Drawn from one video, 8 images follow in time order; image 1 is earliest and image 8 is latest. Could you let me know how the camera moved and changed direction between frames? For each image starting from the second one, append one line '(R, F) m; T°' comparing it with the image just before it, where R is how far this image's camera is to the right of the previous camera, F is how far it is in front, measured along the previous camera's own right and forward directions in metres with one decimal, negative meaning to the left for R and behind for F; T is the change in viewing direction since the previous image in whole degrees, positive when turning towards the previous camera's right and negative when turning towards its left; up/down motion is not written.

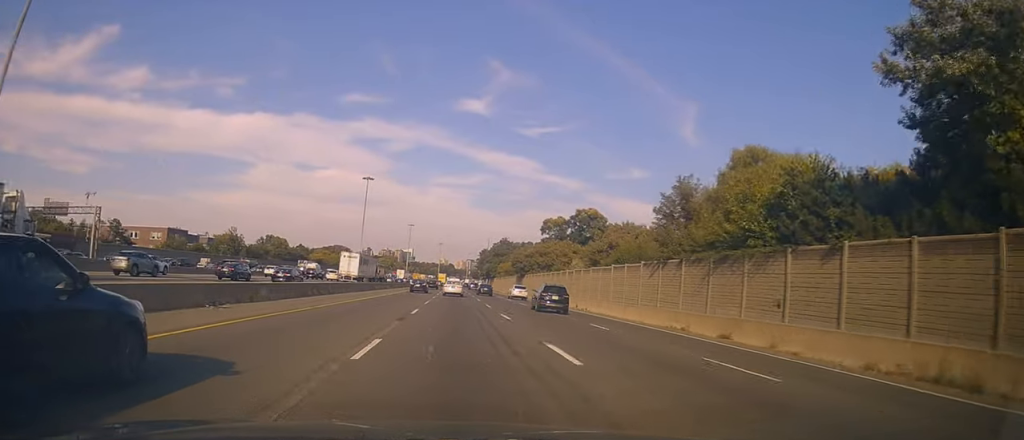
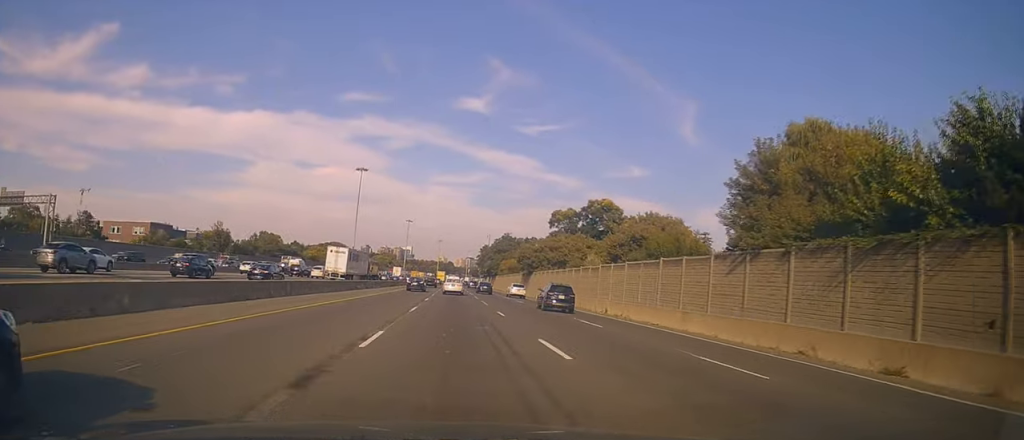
(0.0, +11.3) m; +1°
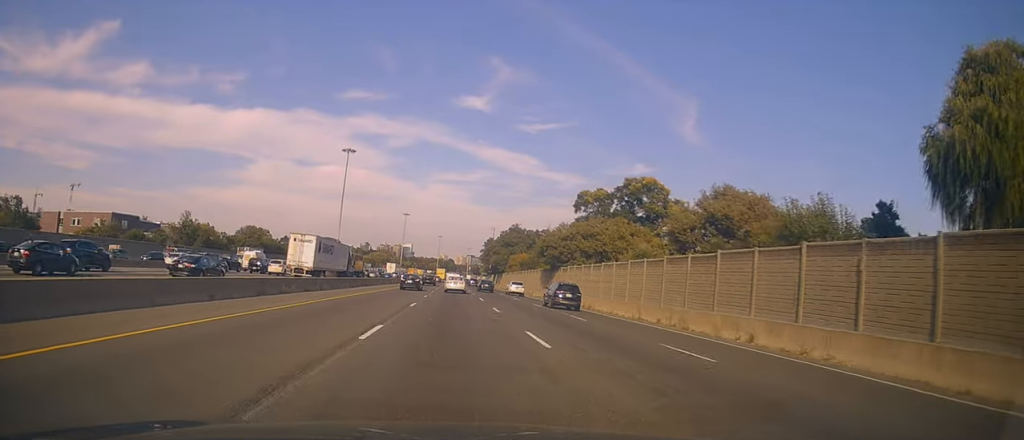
(+0.3, +23.4) m; -2°
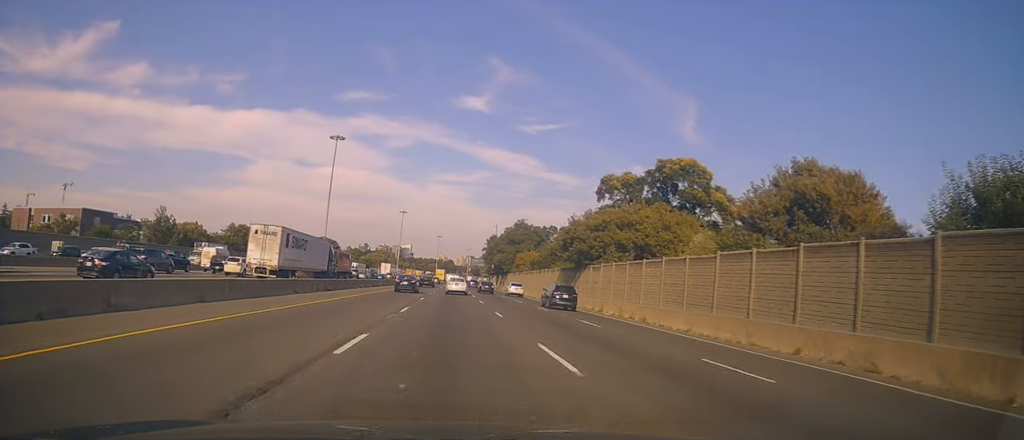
(-0.8, +15.5) m; -1°
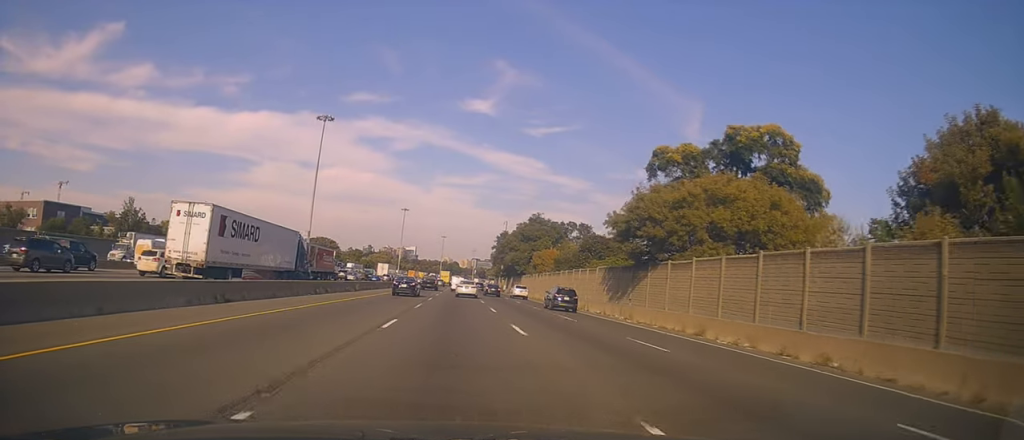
(+0.2, +19.1) m; +1°
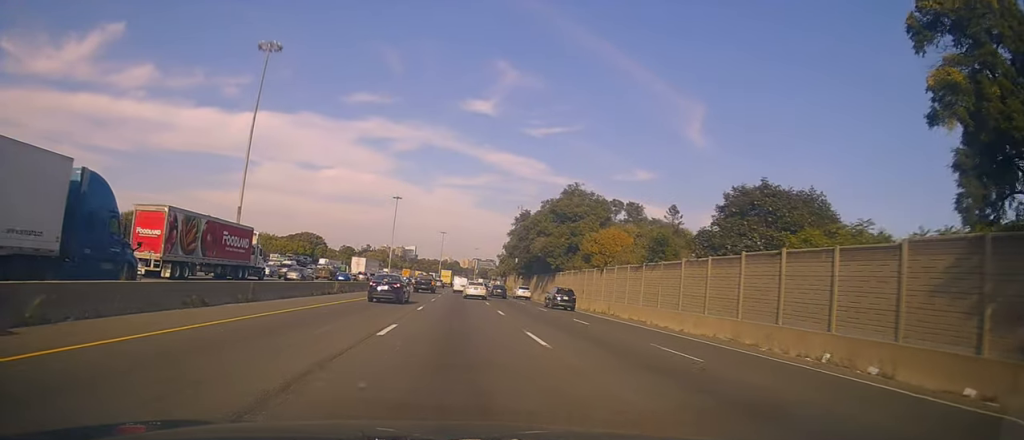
(+0.2, +38.2) m; -1°
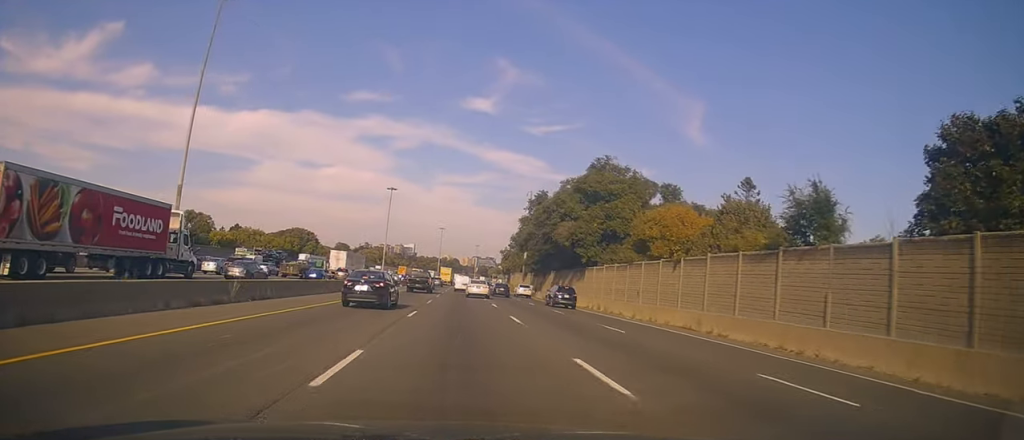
(-0.3, +17.5) m; -1°
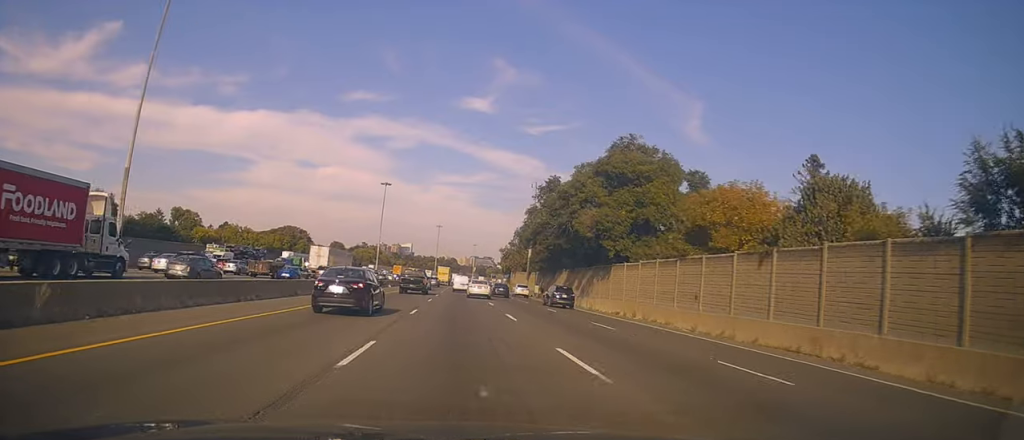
(-0.1, +10.8) m; 0°
